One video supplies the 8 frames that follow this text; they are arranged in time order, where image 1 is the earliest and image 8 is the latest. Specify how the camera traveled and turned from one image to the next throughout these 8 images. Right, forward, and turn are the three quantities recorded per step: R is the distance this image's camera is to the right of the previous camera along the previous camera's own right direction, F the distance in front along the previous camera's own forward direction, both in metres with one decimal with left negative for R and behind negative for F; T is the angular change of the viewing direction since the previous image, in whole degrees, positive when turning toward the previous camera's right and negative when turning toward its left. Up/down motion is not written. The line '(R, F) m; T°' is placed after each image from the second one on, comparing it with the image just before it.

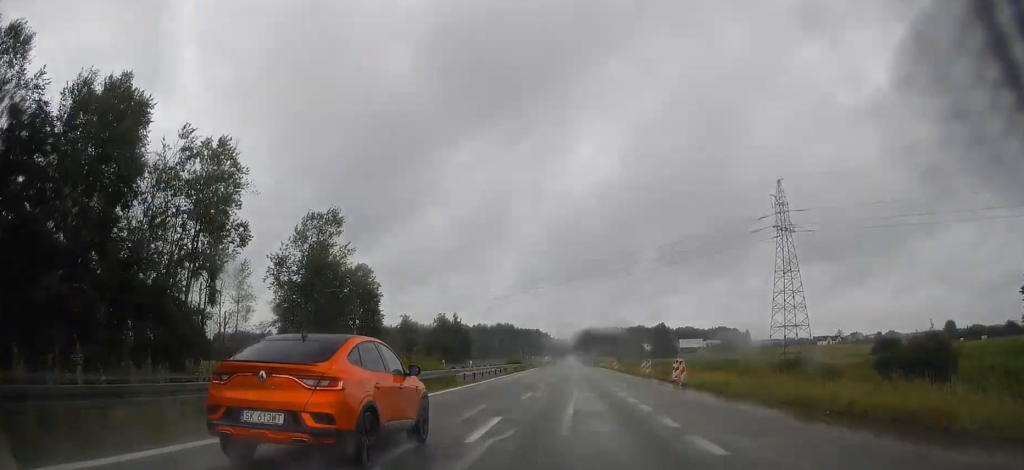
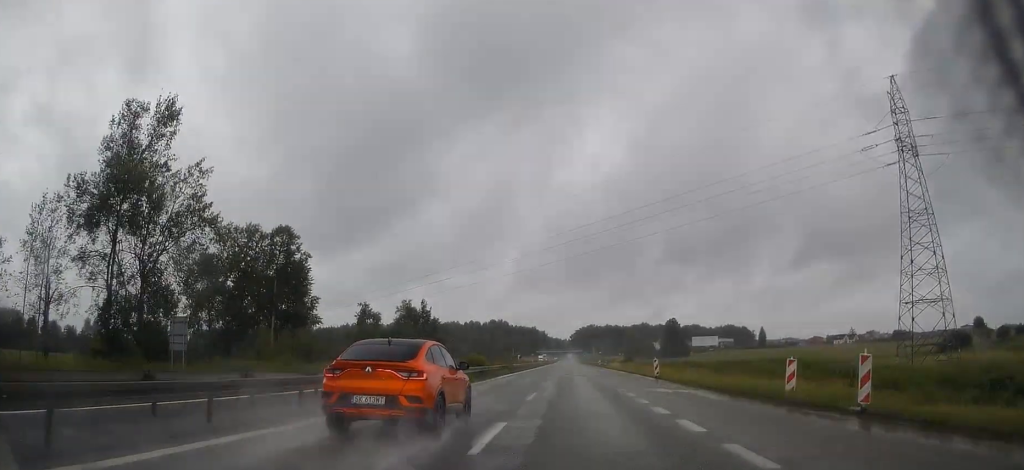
(0.0, +36.3) m; +1°
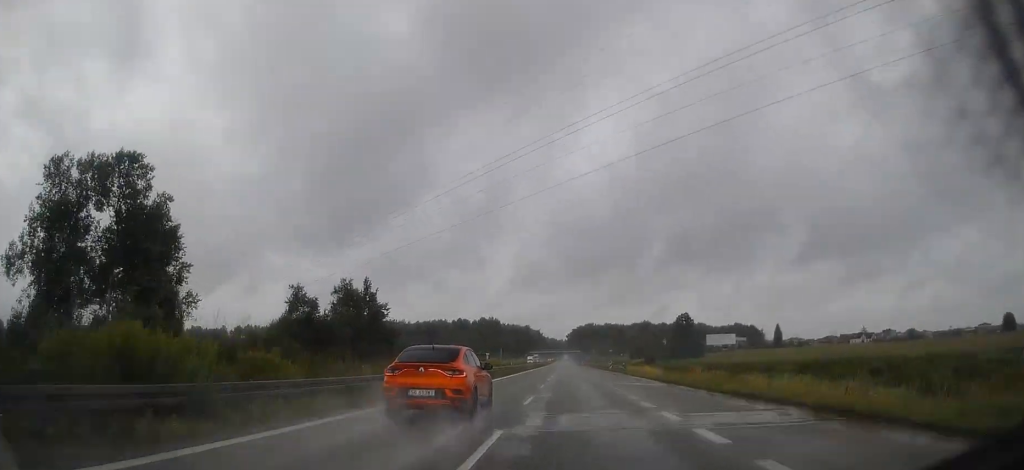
(+0.4, +36.2) m; +1°
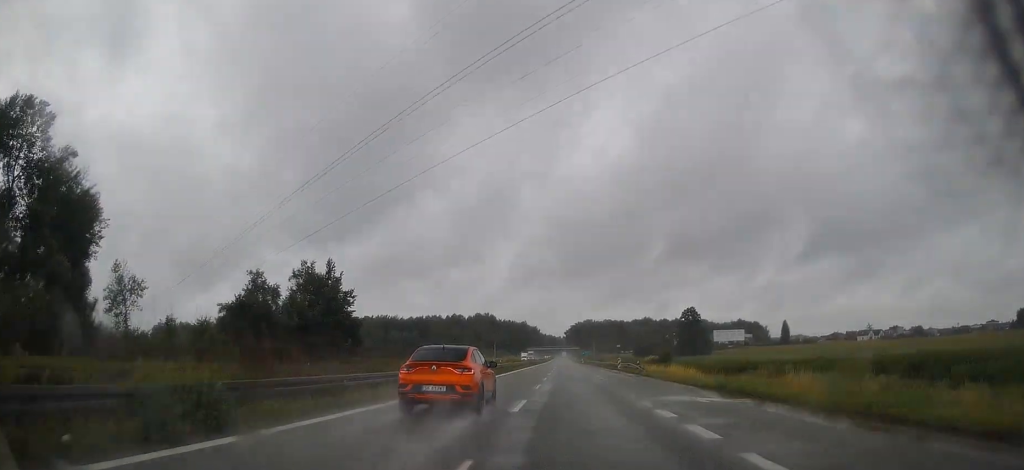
(0.0, +15.1) m; 0°
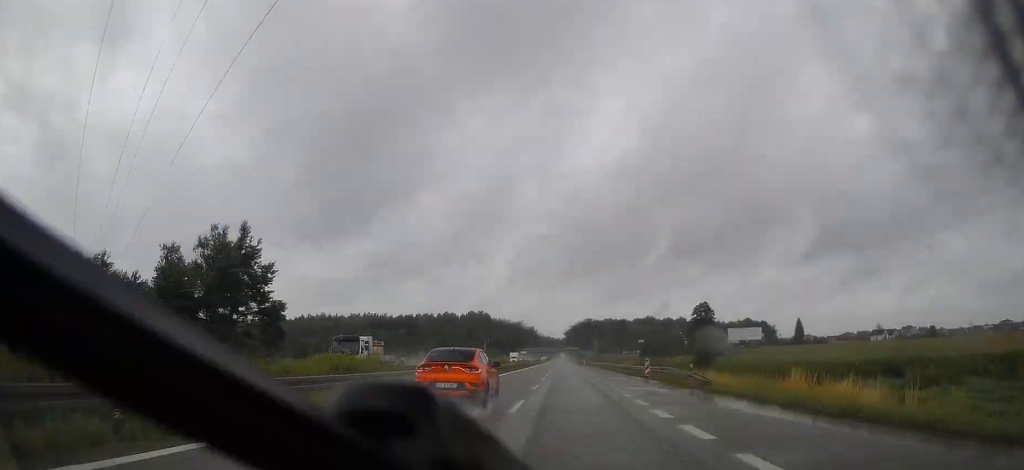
(-0.1, +23.2) m; 0°
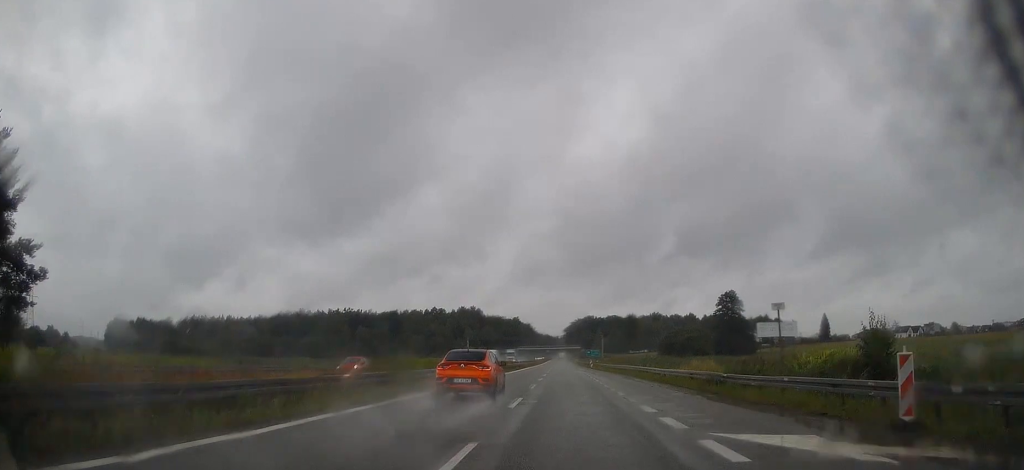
(0.0, +33.2) m; 0°
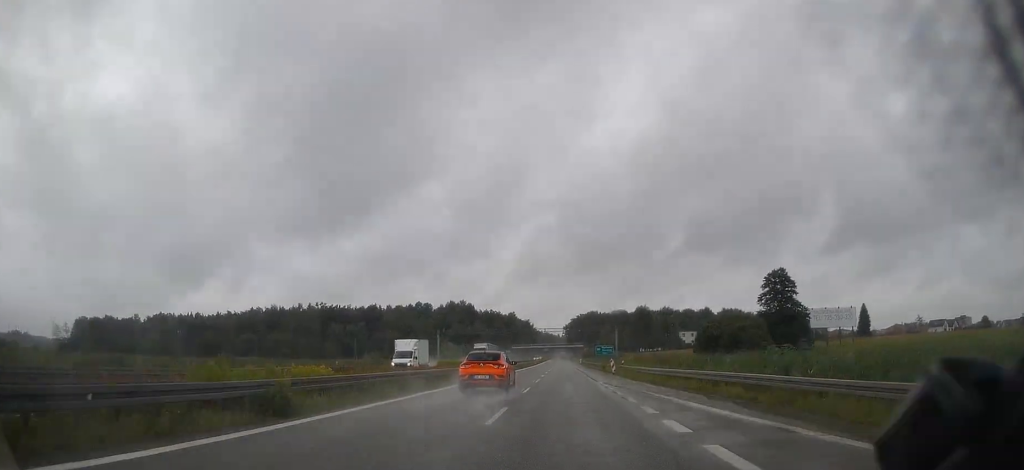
(+0.1, +39.1) m; 0°
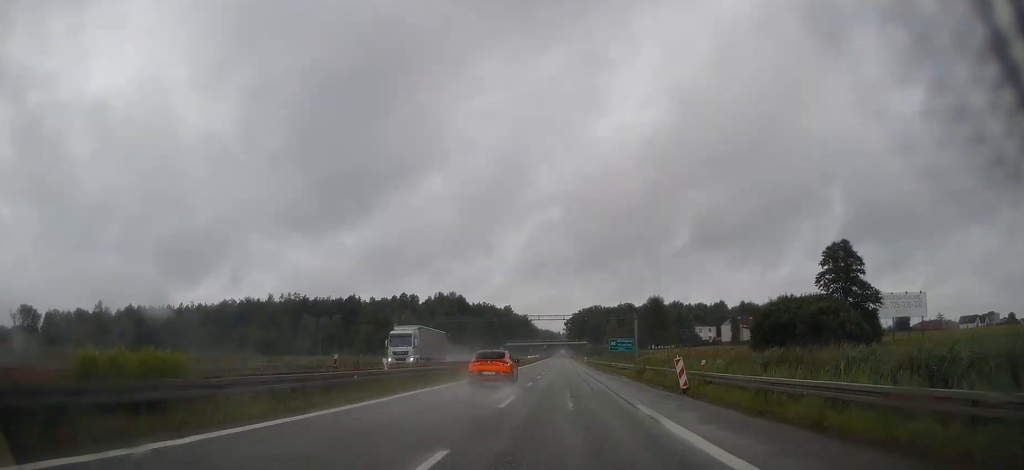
(0.0, +31.0) m; -1°
